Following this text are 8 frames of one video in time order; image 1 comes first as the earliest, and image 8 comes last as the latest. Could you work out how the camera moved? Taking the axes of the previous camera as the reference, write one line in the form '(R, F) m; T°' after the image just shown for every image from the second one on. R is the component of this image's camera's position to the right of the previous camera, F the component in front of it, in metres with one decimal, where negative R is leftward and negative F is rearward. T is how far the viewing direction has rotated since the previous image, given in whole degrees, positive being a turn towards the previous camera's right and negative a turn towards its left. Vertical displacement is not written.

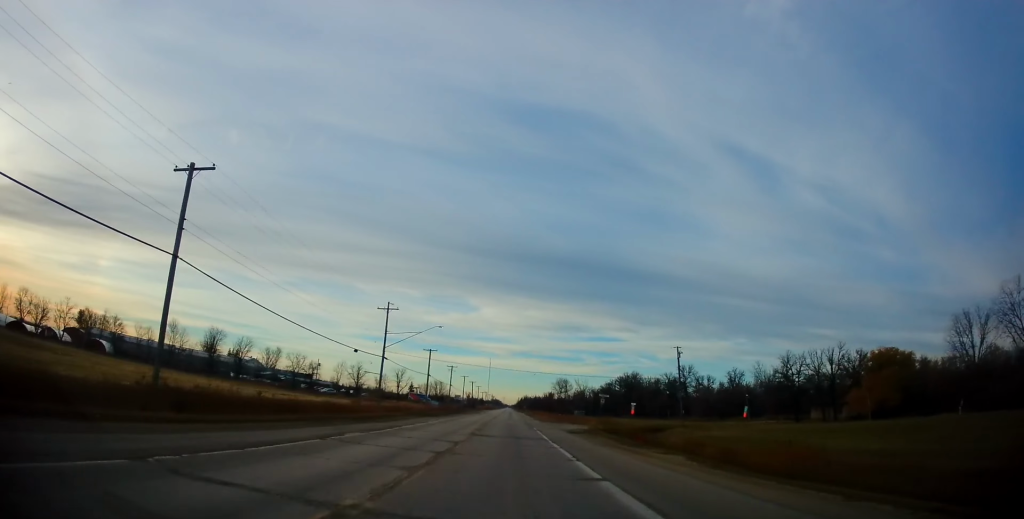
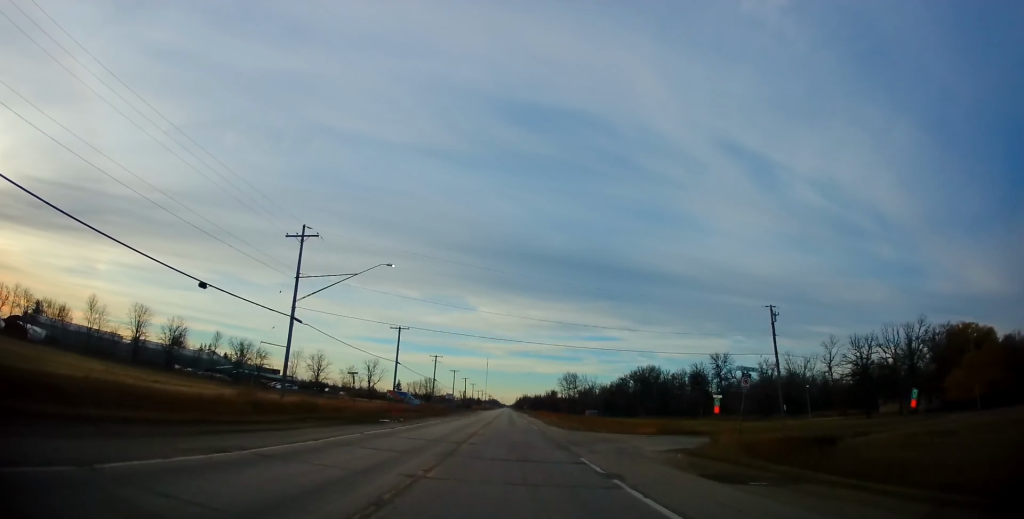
(+0.2, +27.0) m; 0°
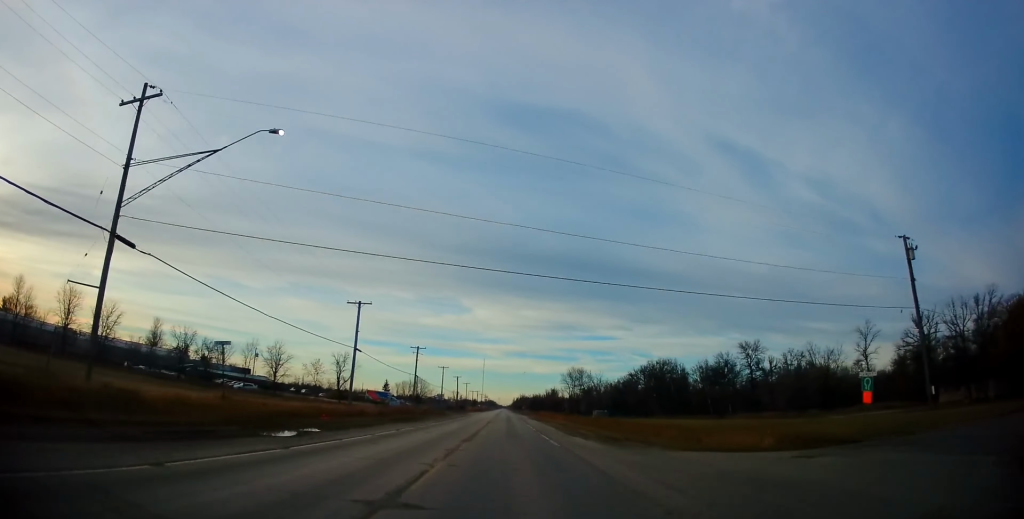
(-0.1, +18.3) m; 0°
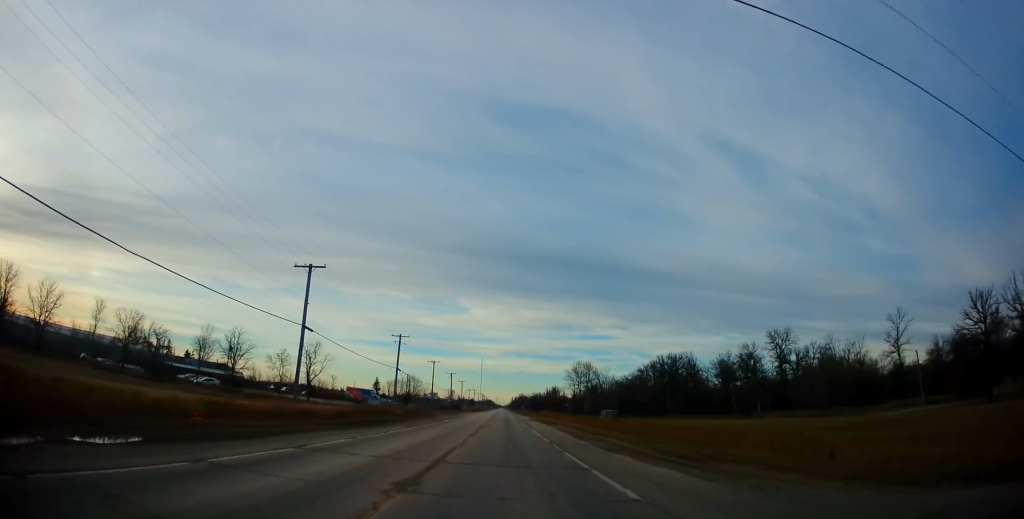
(0.0, +13.6) m; 0°
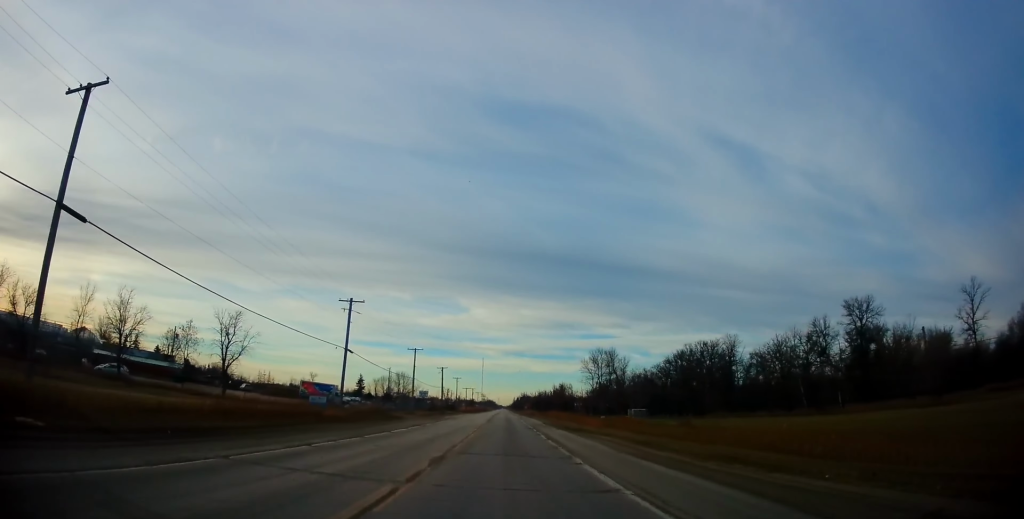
(-0.1, +24.4) m; 0°
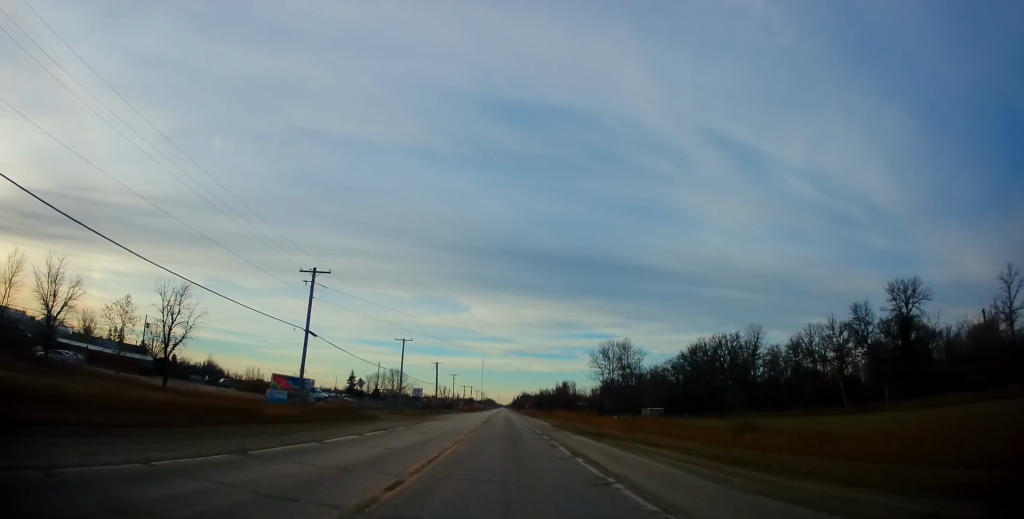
(+0.1, +10.1) m; 0°
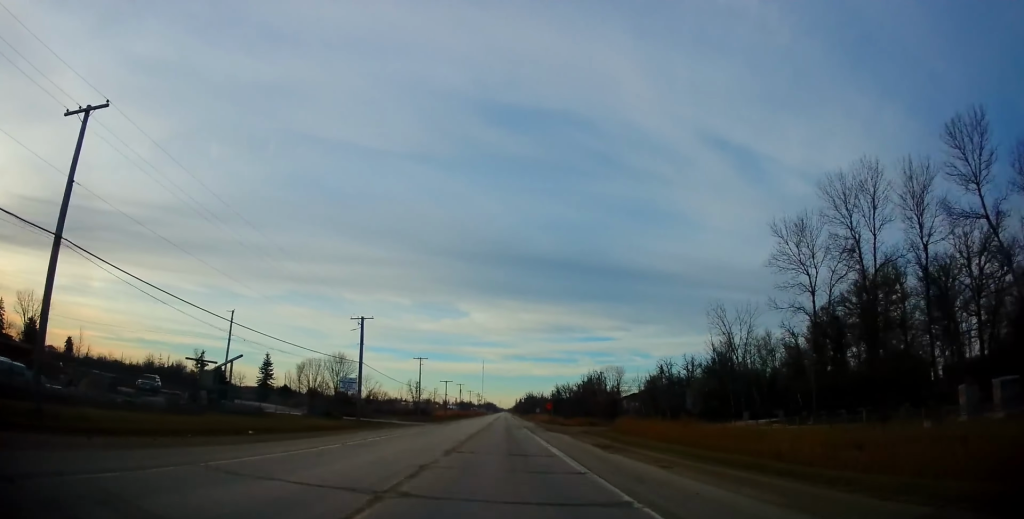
(-0.1, +60.5) m; 0°
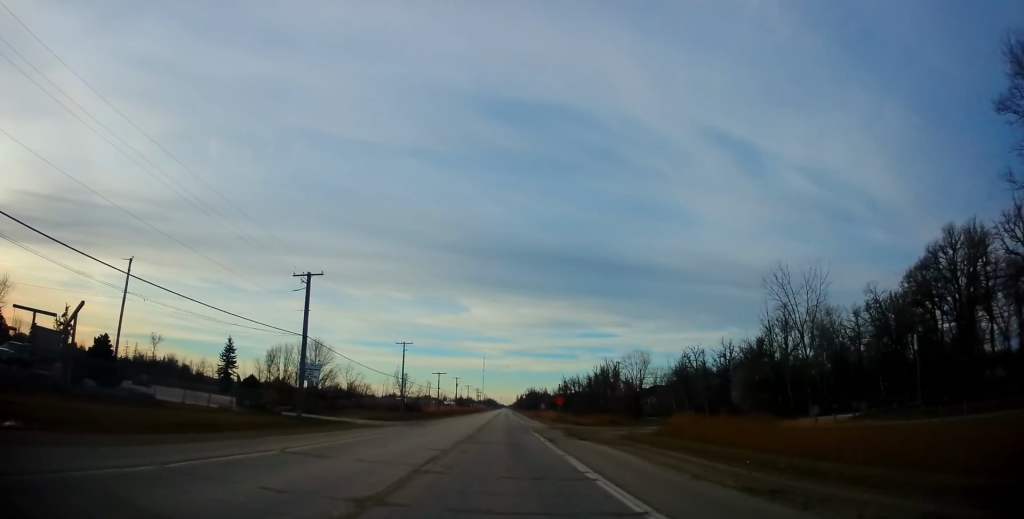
(+0.1, +15.3) m; 0°
